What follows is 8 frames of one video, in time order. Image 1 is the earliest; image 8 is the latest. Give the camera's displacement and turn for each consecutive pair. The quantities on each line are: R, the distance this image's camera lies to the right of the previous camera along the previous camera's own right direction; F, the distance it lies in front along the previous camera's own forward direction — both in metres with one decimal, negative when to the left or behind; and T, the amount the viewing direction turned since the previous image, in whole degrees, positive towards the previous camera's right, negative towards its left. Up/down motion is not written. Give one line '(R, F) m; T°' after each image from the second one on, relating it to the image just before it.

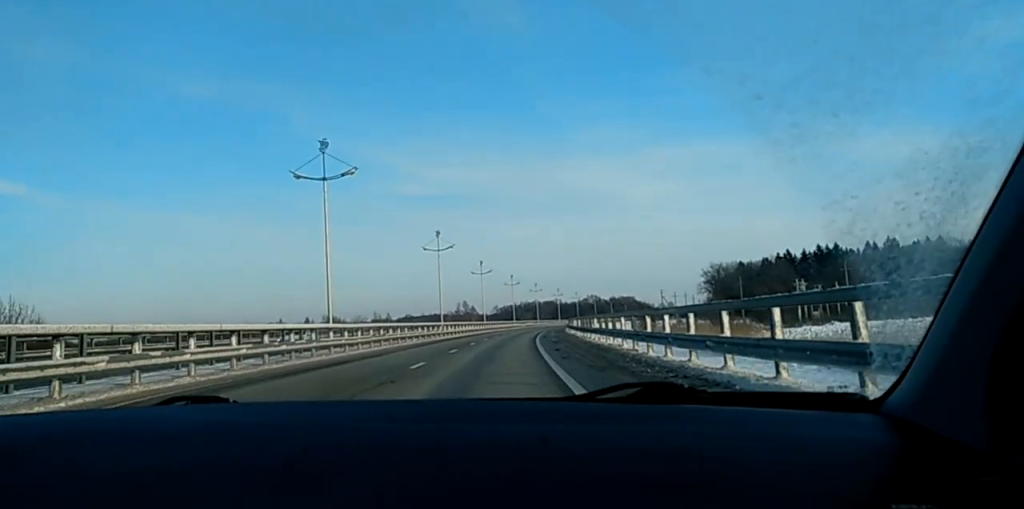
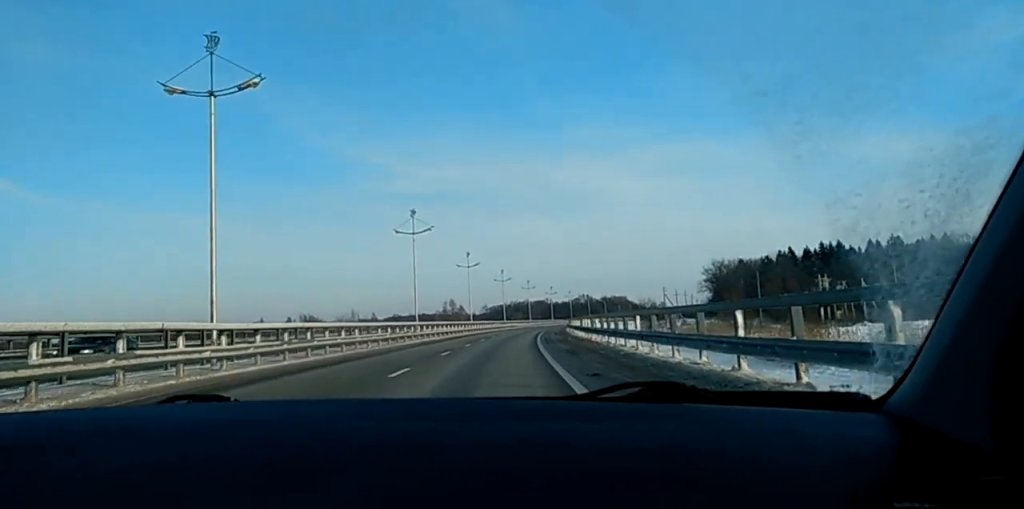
(+0.3, +16.4) m; +1°
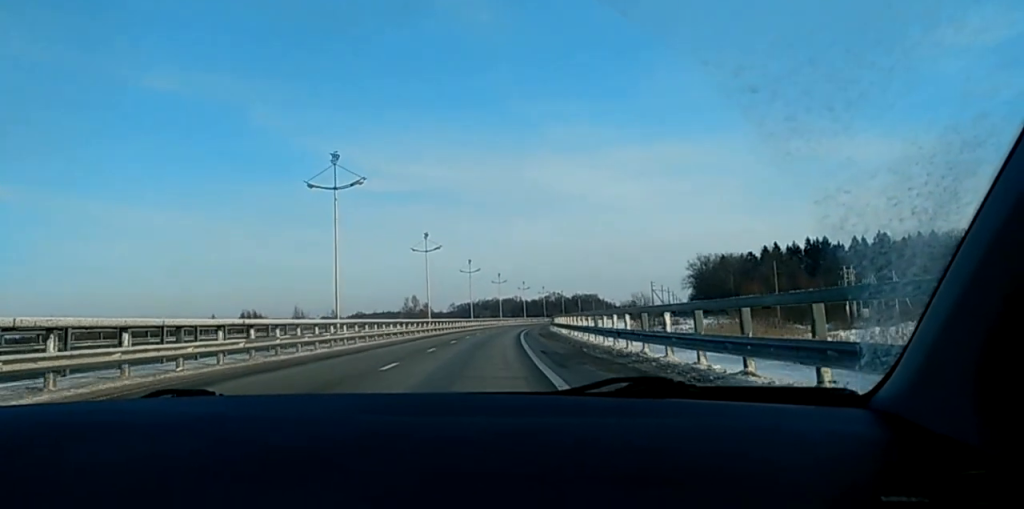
(+0.1, +22.4) m; 0°
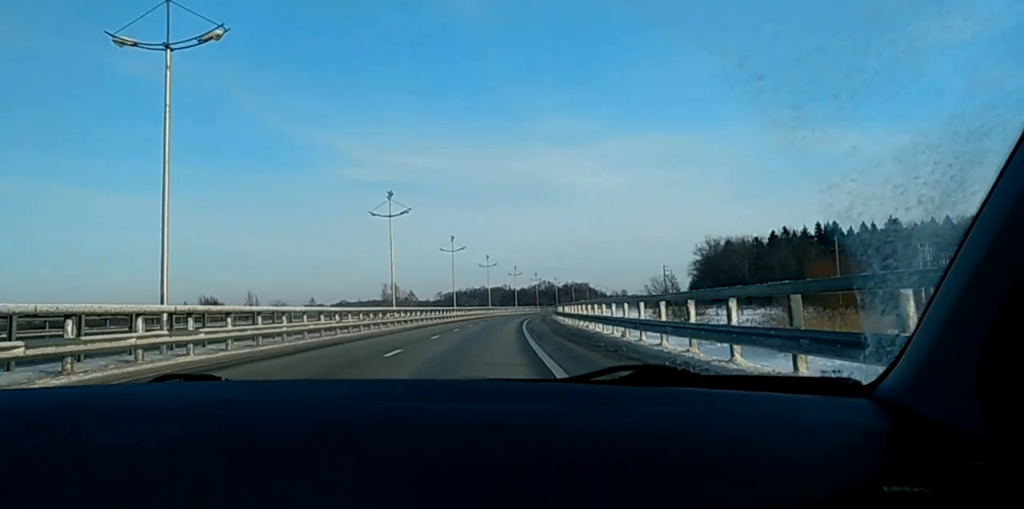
(-0.3, +23.1) m; +1°
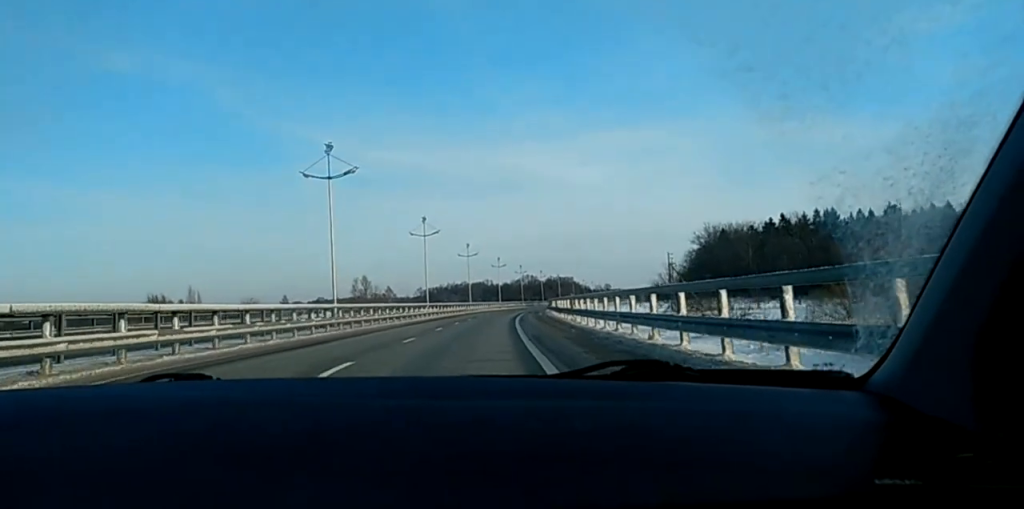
(+0.2, +18.0) m; +2°
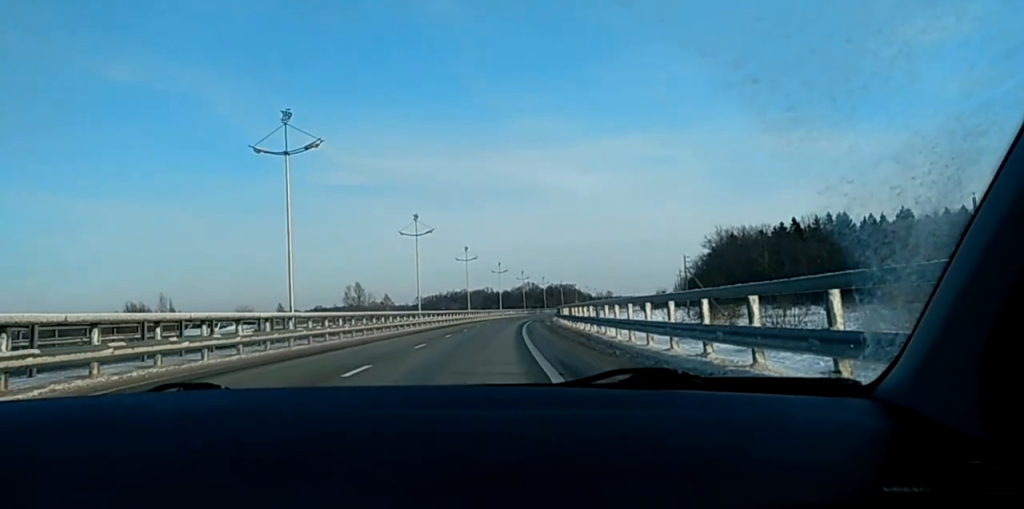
(+0.3, +10.0) m; +1°
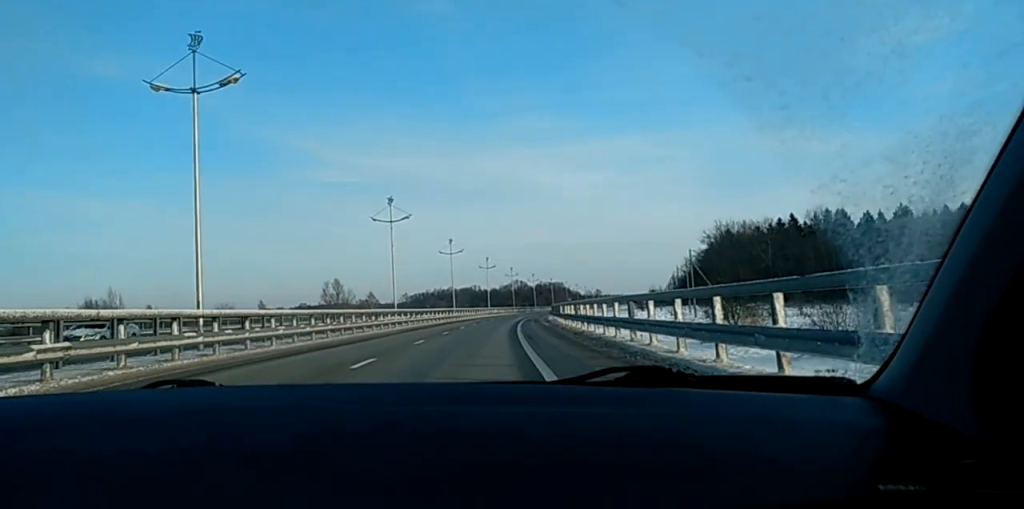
(+0.1, +10.1) m; +1°
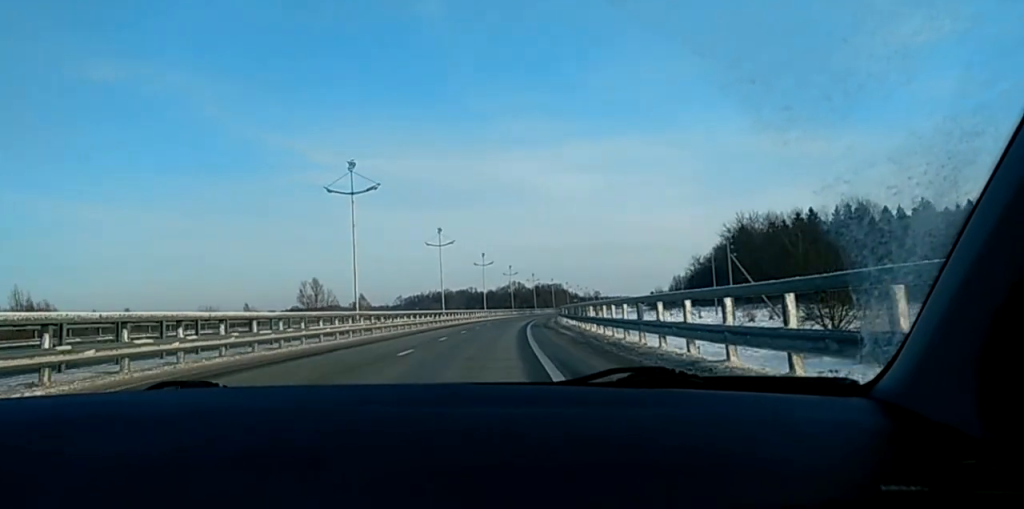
(+0.2, +18.2) m; 0°
